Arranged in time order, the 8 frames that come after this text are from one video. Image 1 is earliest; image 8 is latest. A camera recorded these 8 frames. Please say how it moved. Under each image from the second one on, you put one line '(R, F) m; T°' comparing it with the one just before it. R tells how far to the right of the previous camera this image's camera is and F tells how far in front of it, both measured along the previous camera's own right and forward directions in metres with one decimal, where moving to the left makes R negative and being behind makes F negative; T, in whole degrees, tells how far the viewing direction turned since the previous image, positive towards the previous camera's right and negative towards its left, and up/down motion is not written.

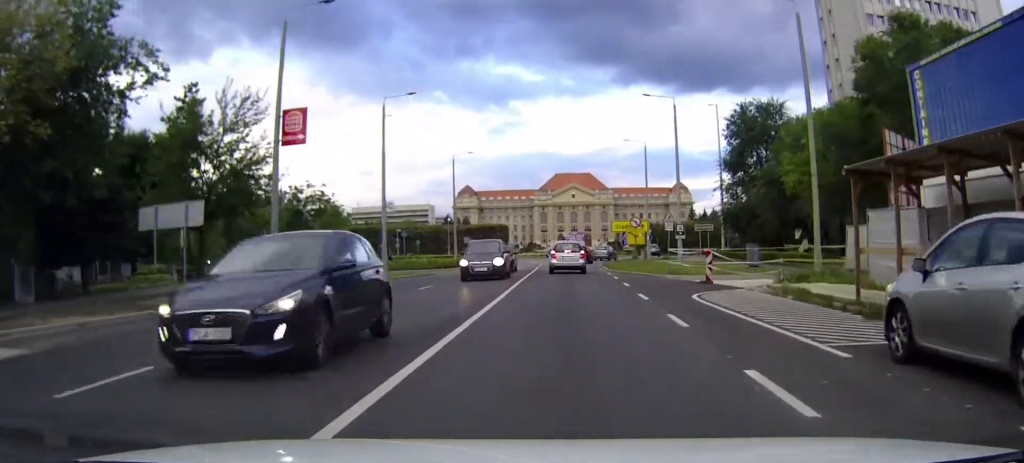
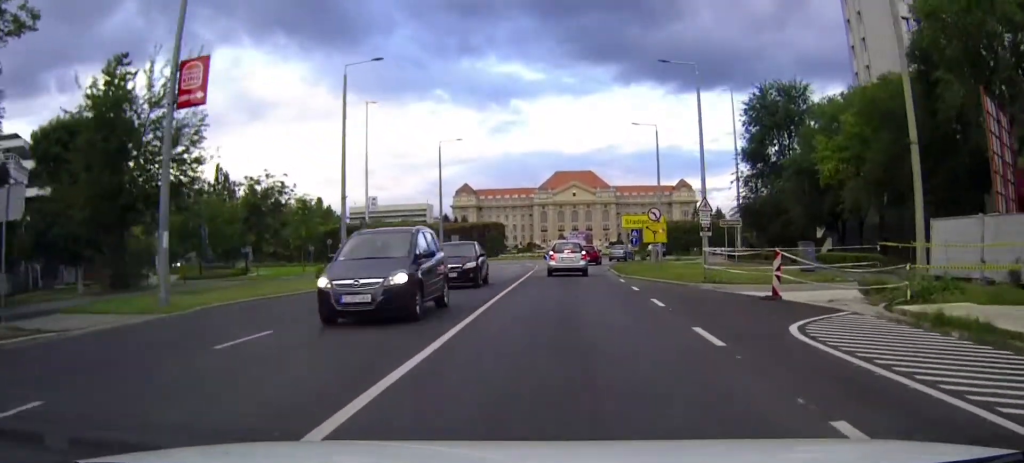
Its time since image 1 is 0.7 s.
(0.0, +8.5) m; 0°
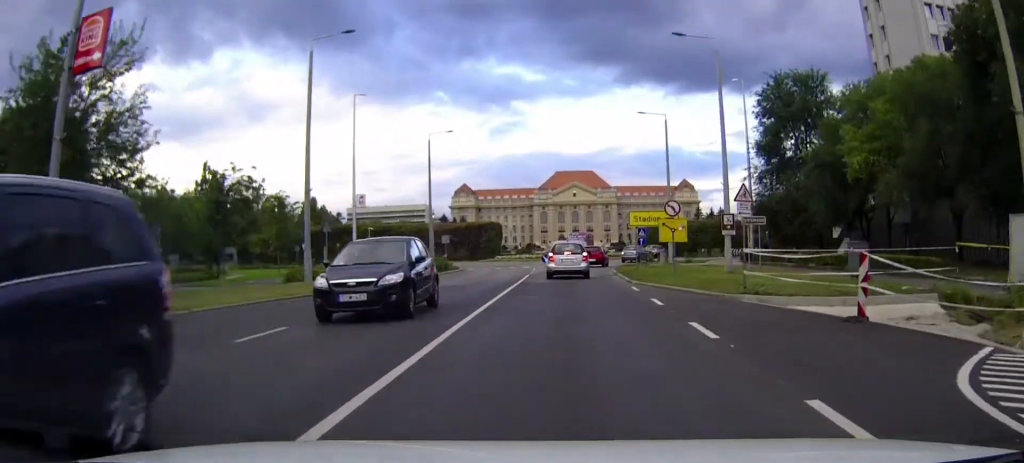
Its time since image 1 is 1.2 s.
(0.0, +5.4) m; 0°
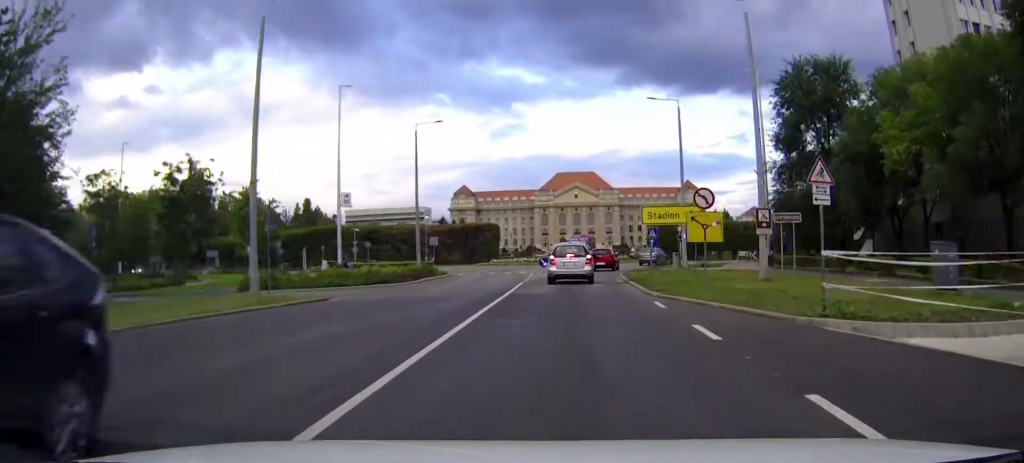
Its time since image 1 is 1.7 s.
(0.0, +6.3) m; 0°
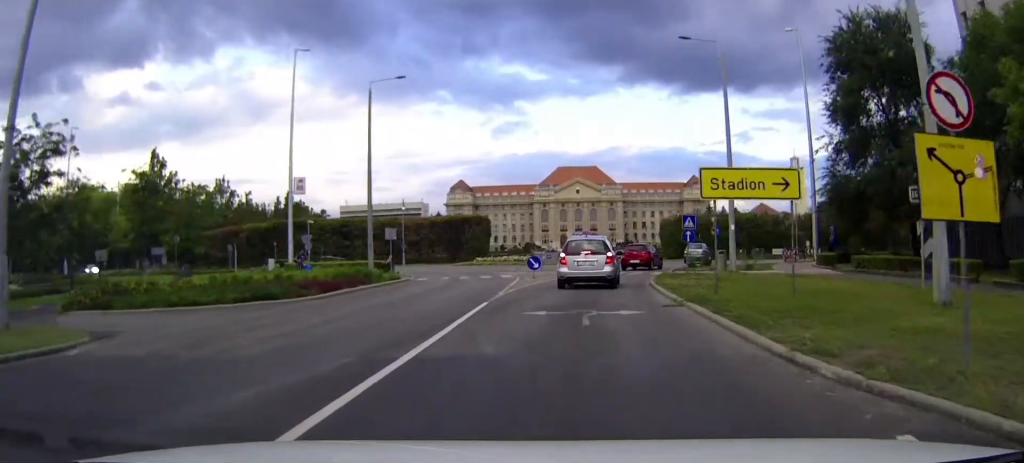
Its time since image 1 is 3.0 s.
(0.0, +14.2) m; 0°
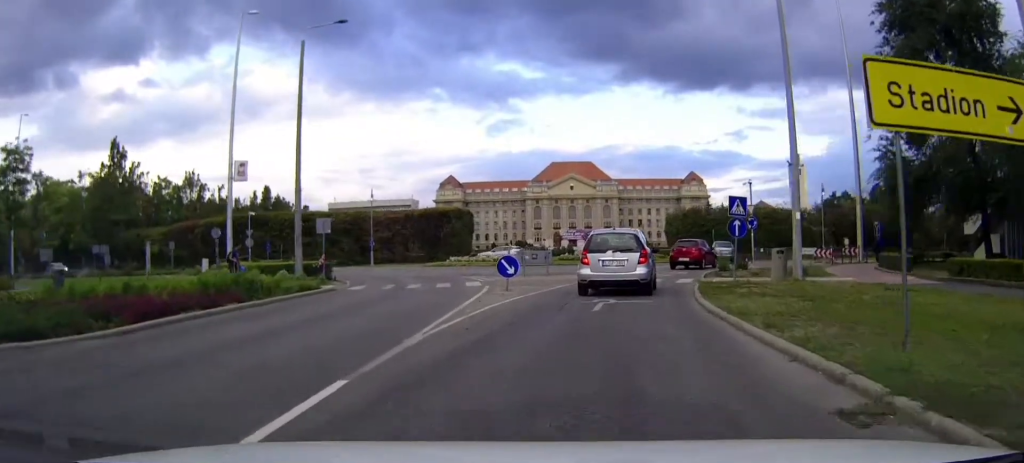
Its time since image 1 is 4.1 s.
(-0.1, +11.2) m; 0°
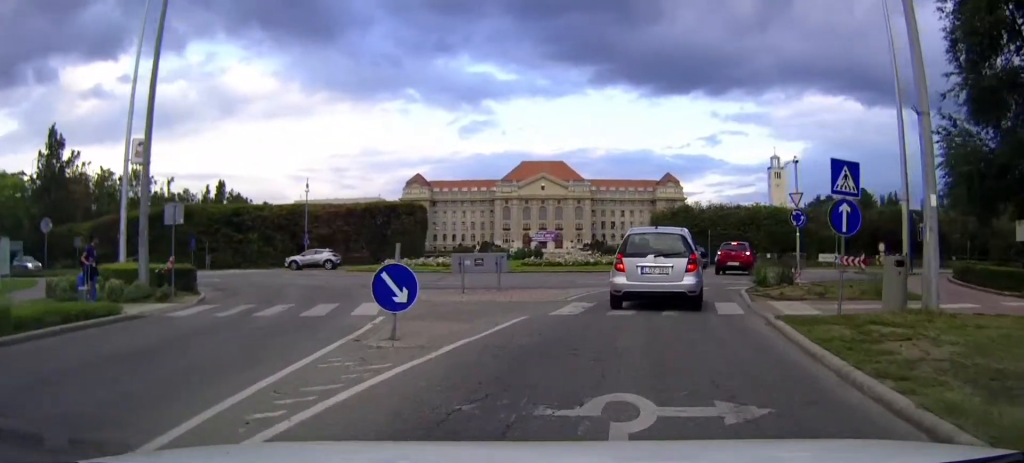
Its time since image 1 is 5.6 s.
(+0.1, +11.6) m; +1°
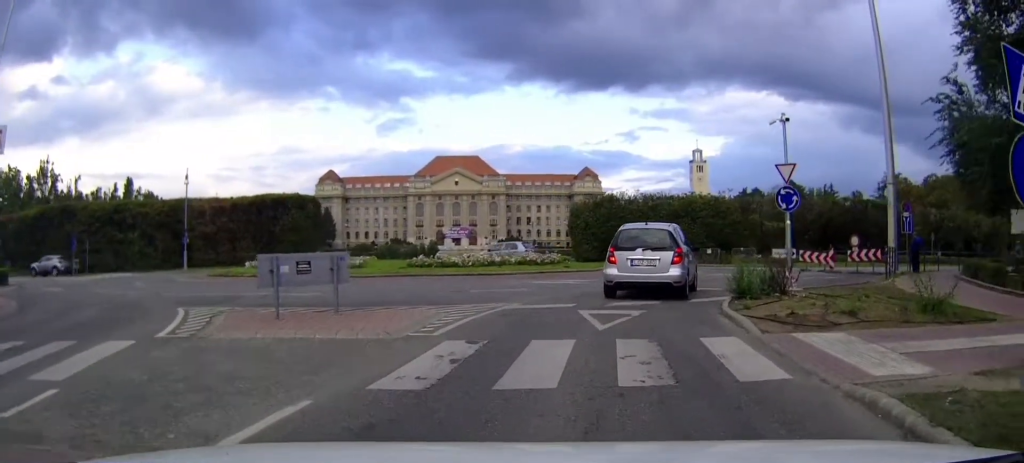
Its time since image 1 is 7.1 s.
(+0.3, +9.5) m; +4°
